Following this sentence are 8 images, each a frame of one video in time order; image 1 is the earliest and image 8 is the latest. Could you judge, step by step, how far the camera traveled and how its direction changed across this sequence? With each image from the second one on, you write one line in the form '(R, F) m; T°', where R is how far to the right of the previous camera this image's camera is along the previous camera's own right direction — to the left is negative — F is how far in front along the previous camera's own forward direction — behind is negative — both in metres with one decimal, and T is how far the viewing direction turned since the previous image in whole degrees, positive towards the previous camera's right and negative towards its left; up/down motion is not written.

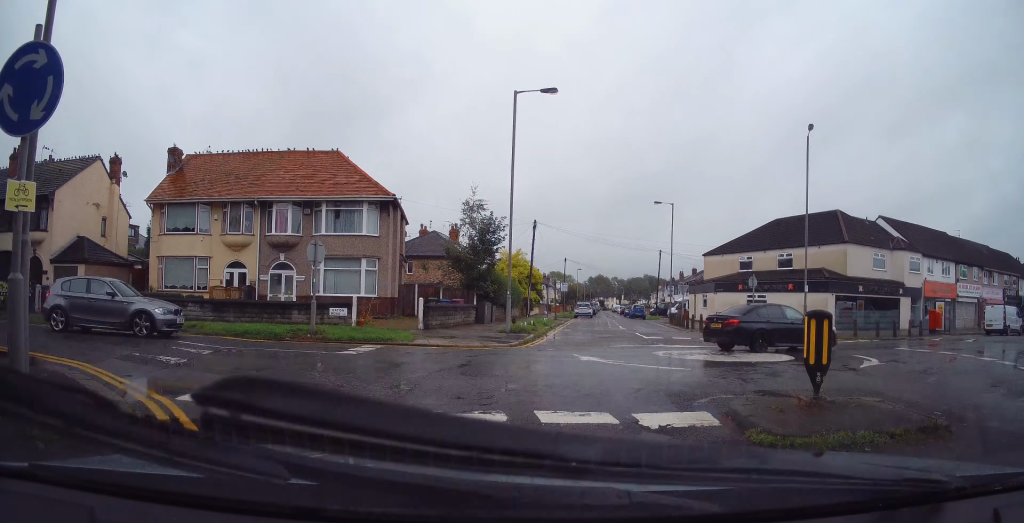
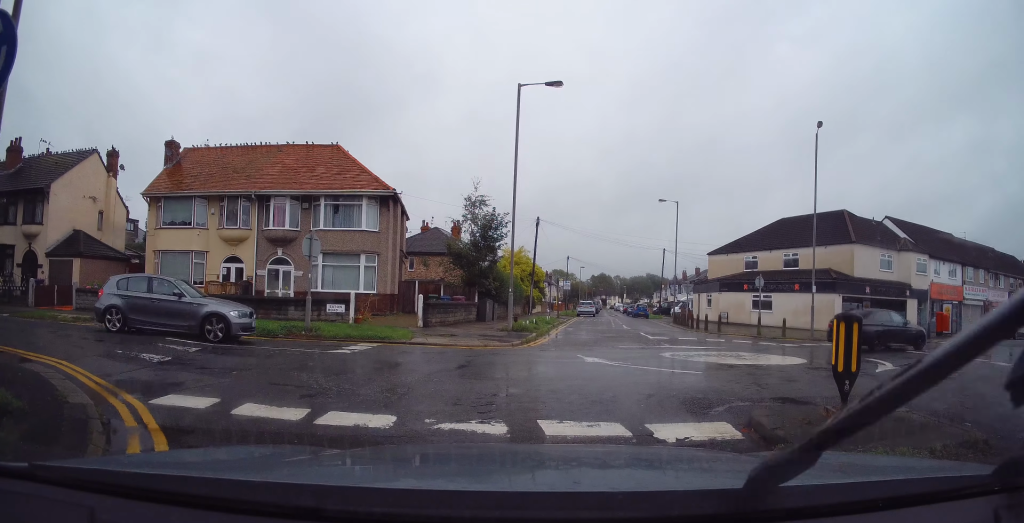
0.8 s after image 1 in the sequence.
(0.0, +0.9) m; 0°
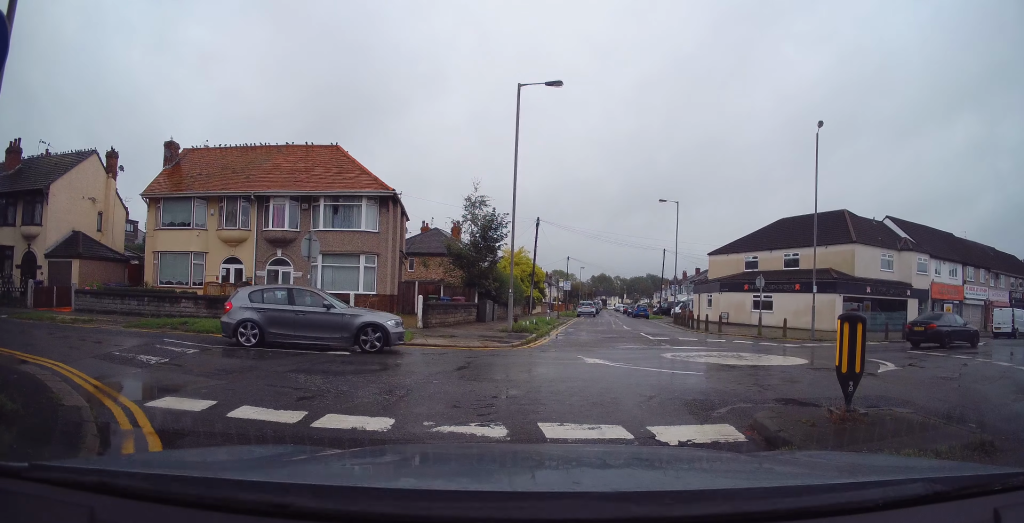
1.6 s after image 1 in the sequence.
(0.0, +0.5) m; 0°
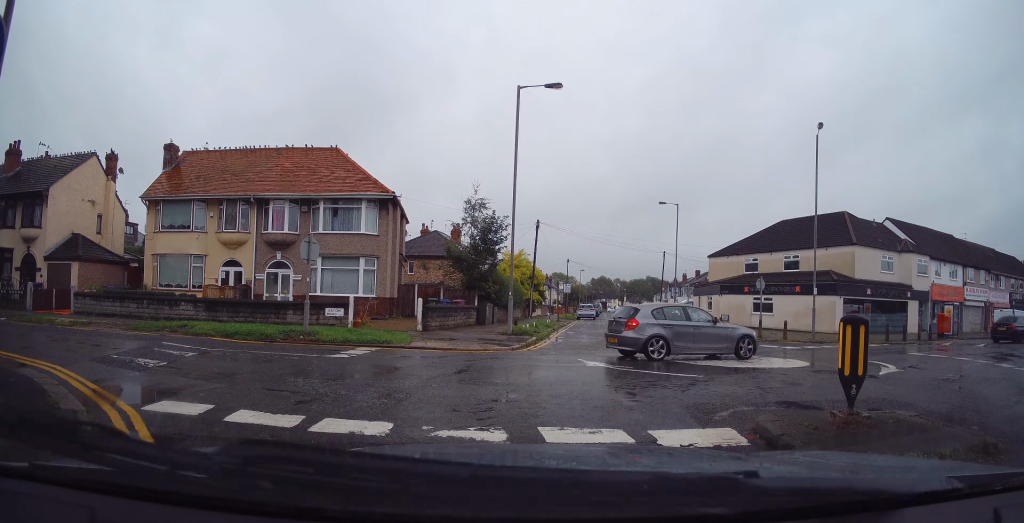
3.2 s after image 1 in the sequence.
(+0.1, +0.4) m; 0°
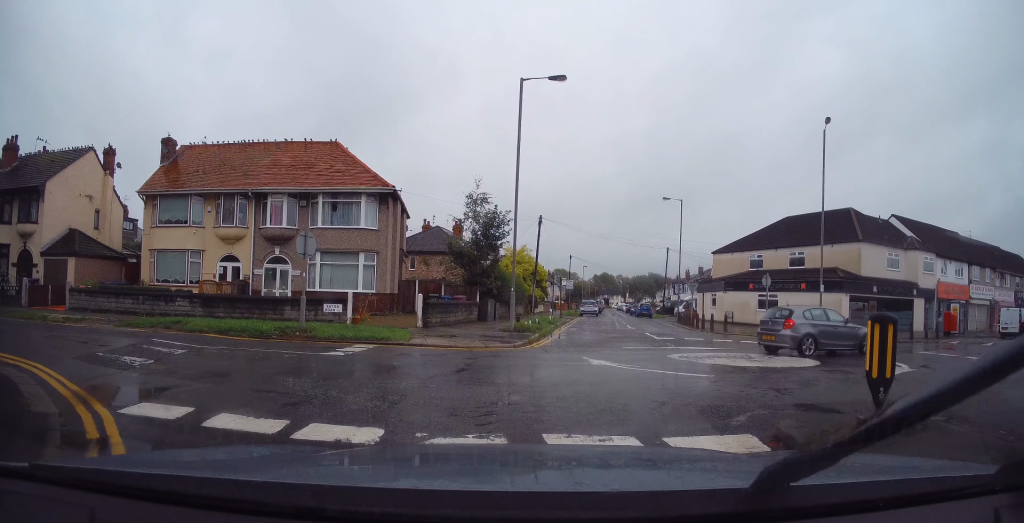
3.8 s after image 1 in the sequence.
(0.0, +0.2) m; 0°
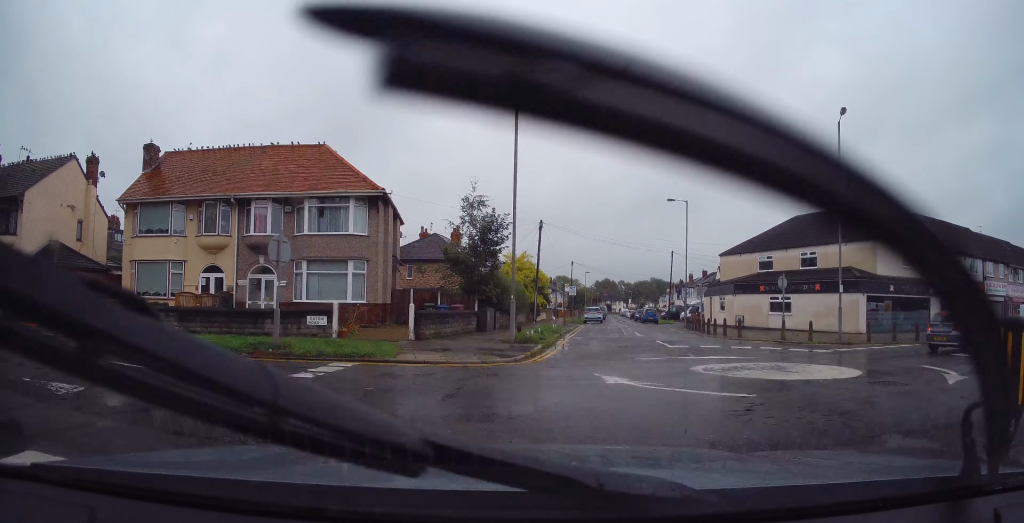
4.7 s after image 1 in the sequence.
(+0.2, +1.2) m; +7°
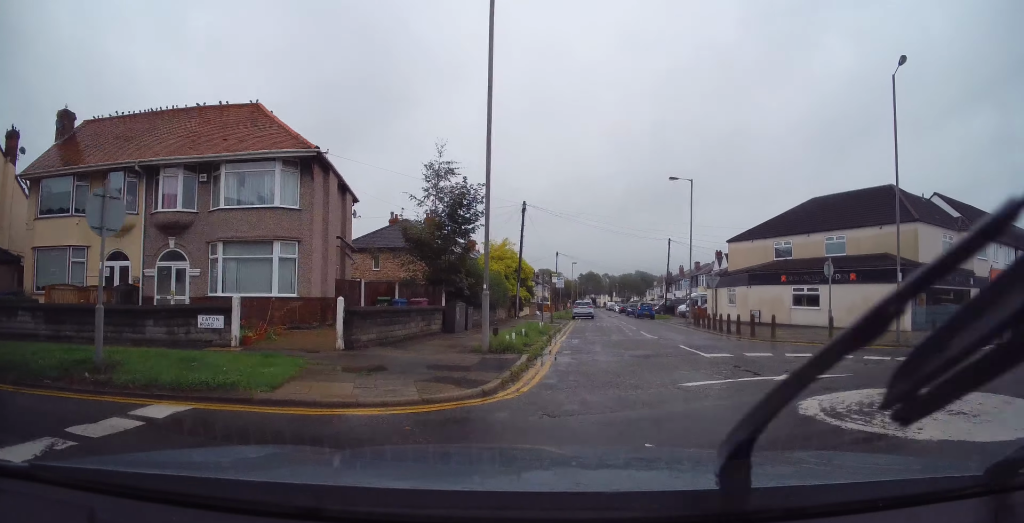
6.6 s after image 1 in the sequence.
(-0.1, +5.2) m; +2°
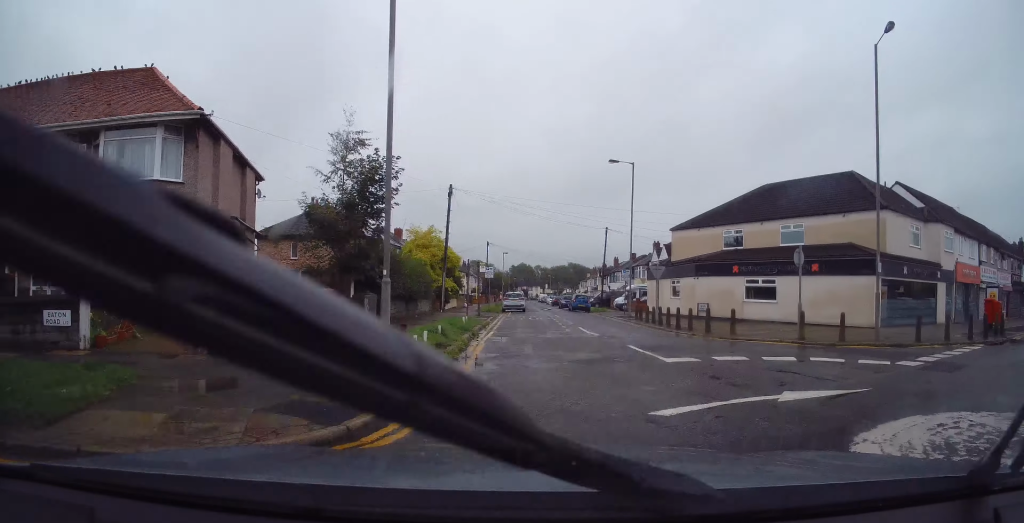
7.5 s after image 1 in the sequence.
(+0.2, +2.8) m; +12°
